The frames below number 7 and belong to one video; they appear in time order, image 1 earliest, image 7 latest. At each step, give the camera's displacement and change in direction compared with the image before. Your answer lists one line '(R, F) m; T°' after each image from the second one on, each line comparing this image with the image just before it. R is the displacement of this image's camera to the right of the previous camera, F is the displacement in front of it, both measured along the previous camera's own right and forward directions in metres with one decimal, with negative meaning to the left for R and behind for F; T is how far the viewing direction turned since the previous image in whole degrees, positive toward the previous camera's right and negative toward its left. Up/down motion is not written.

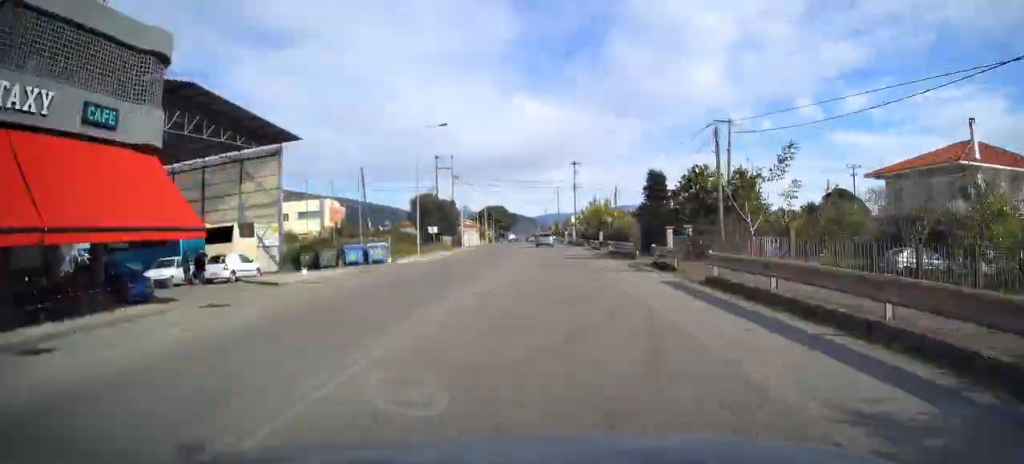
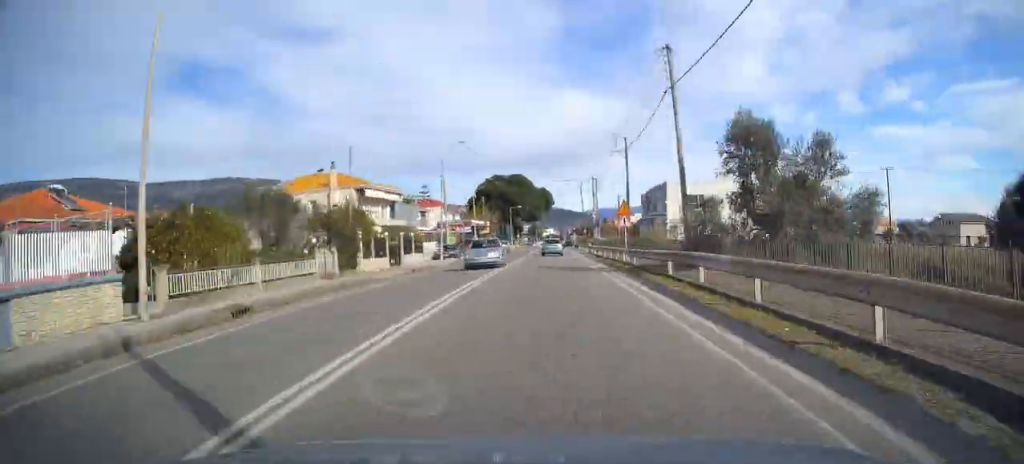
(-2.8, +116.8) m; -2°
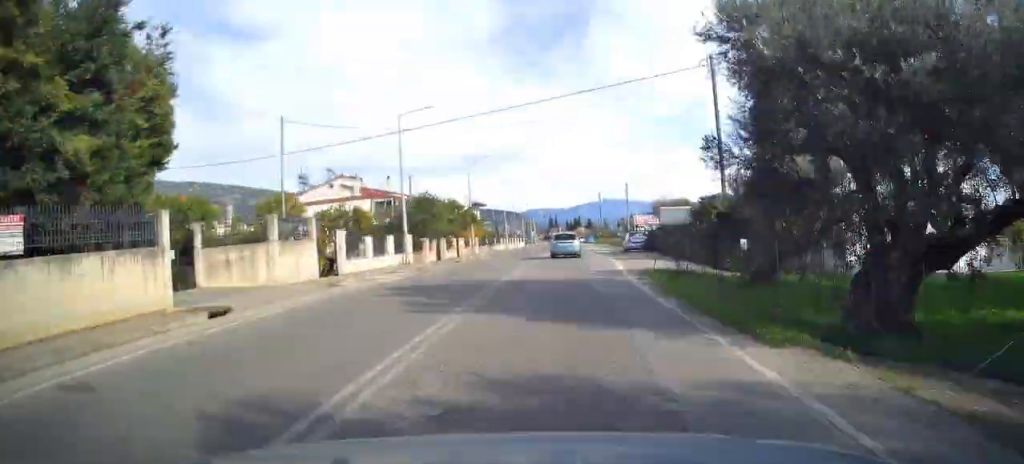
(+6.0, +223.6) m; +5°
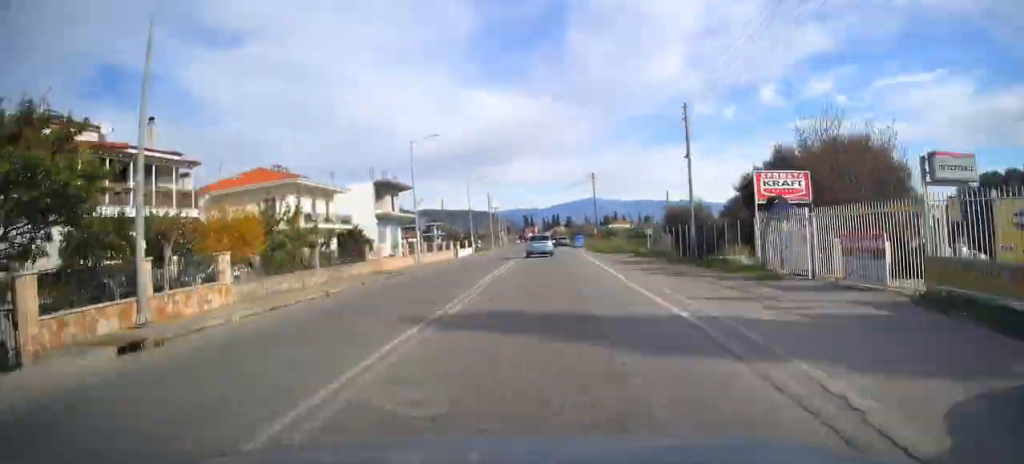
(+0.7, +45.7) m; 0°
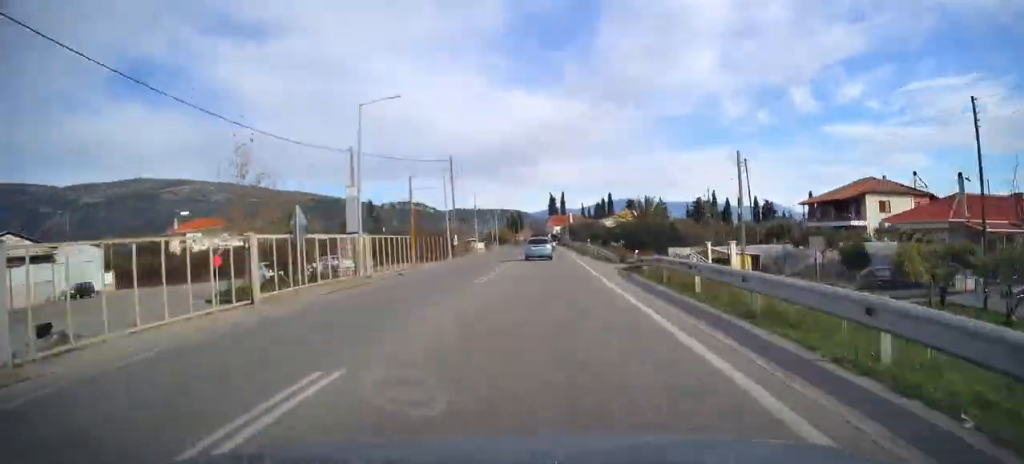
(-0.8, +180.8) m; -3°
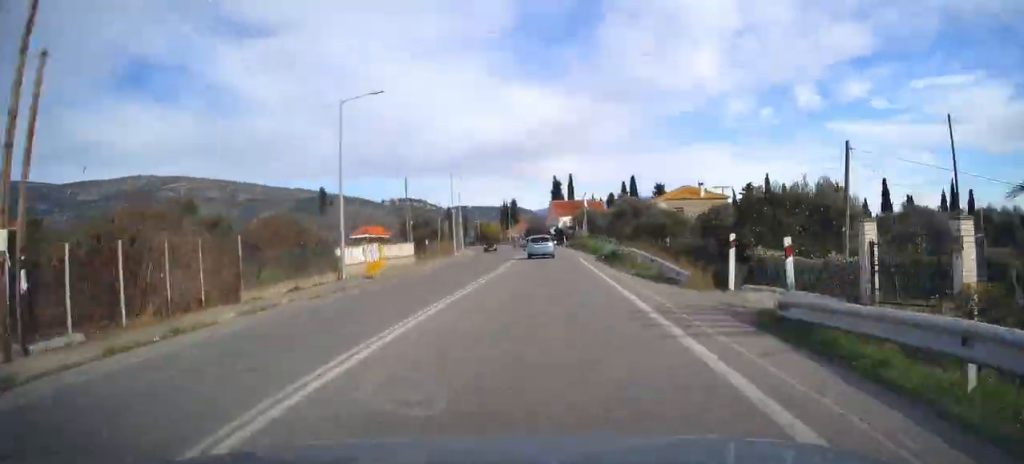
(+0.7, +51.8) m; -4°
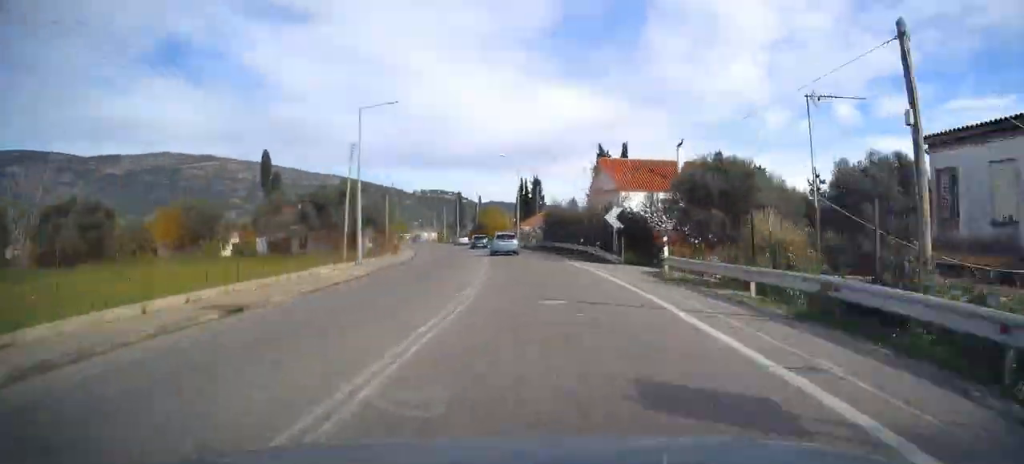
(-2.1, +55.3) m; -4°
